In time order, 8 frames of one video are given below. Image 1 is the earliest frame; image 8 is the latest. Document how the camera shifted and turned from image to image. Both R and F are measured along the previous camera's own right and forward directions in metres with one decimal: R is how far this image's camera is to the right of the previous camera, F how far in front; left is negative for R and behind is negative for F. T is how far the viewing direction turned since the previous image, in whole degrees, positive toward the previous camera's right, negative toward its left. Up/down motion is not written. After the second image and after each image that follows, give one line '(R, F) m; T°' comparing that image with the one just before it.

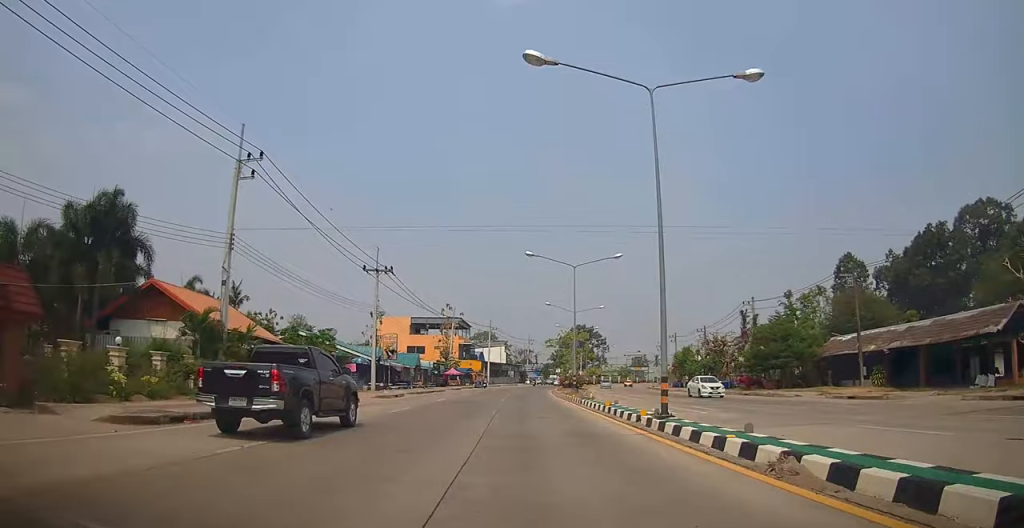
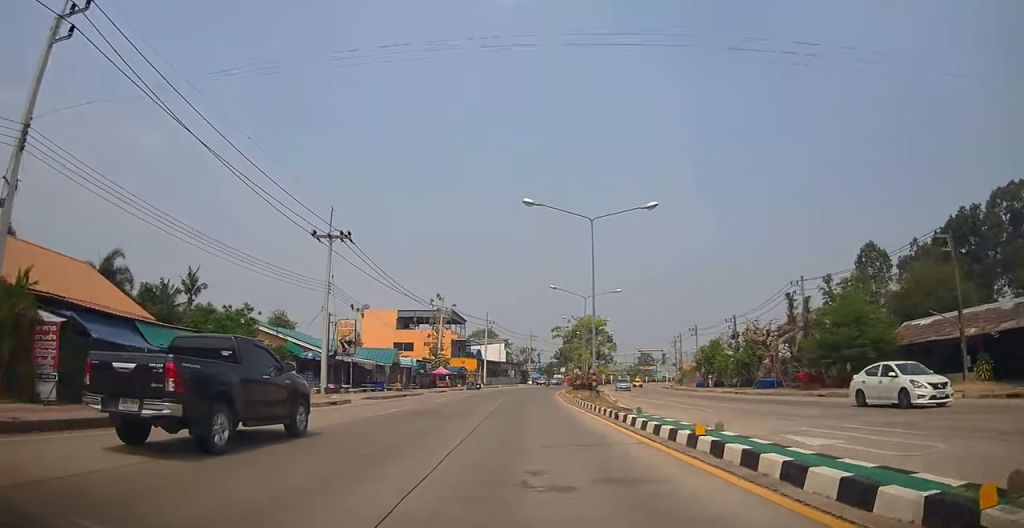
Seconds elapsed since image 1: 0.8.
(0.0, +11.5) m; -1°
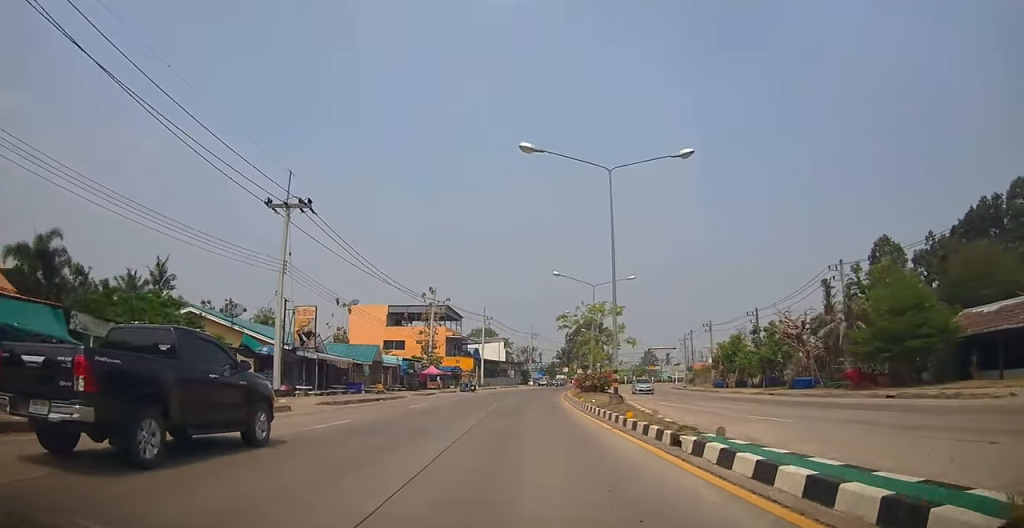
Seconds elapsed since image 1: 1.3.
(0.0, +7.0) m; 0°
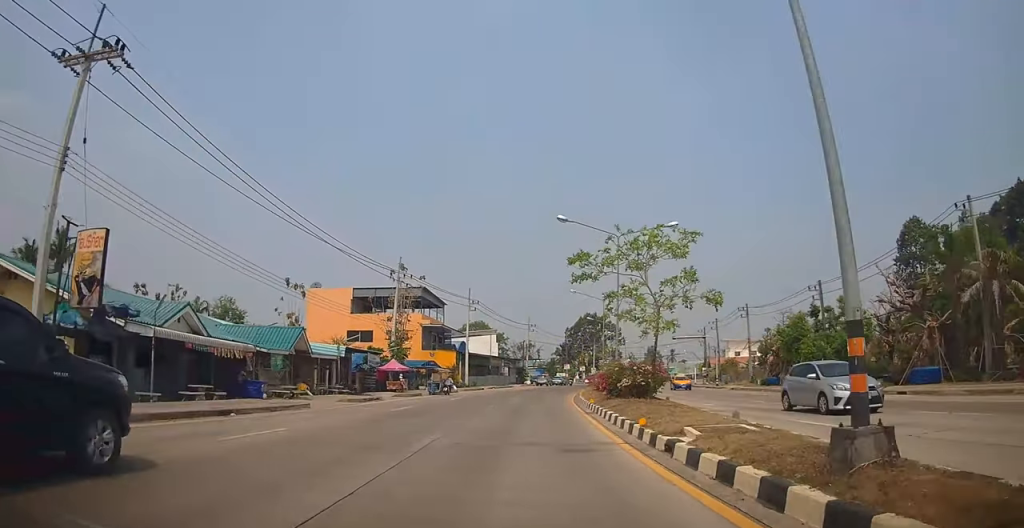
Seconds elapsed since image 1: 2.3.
(-0.1, +15.5) m; 0°
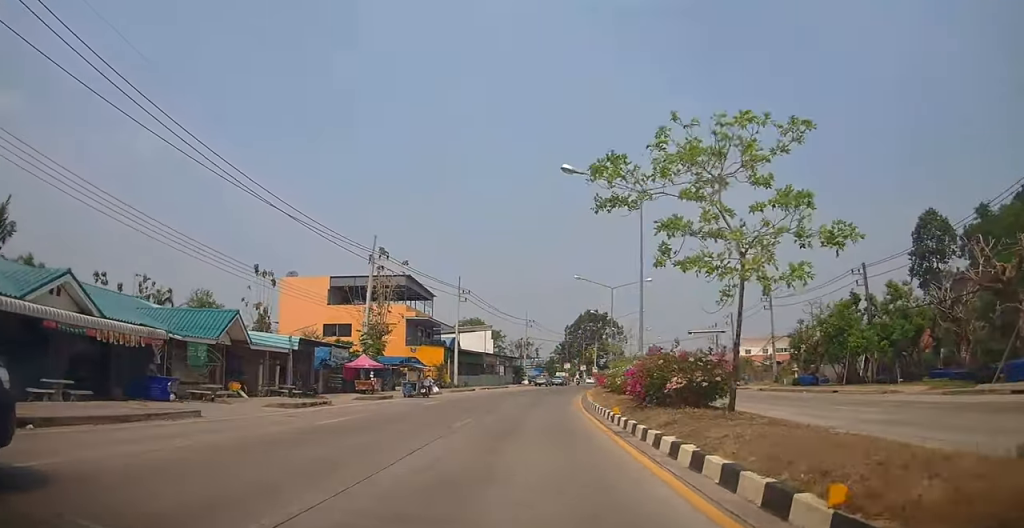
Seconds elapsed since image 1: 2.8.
(+0.1, +7.4) m; 0°
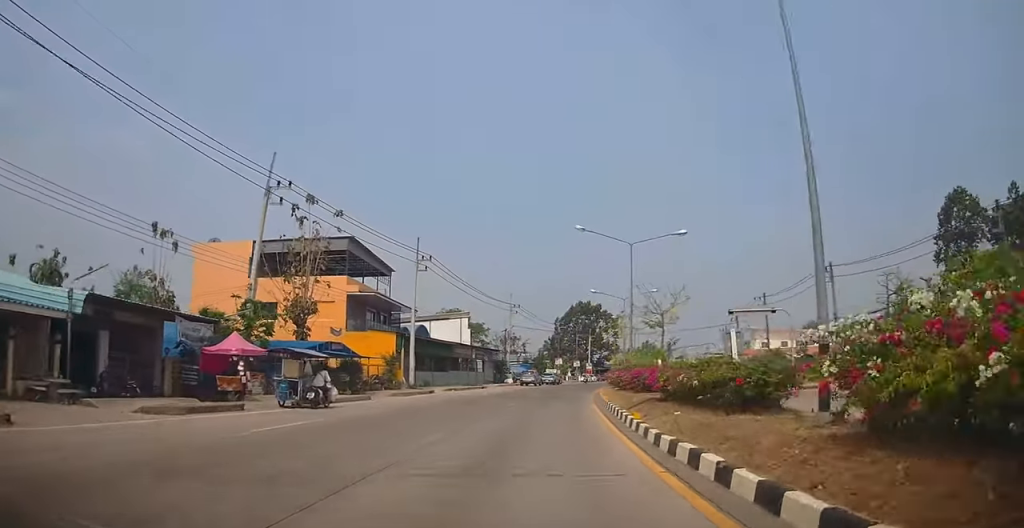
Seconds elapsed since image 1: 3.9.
(-0.3, +15.8) m; 0°
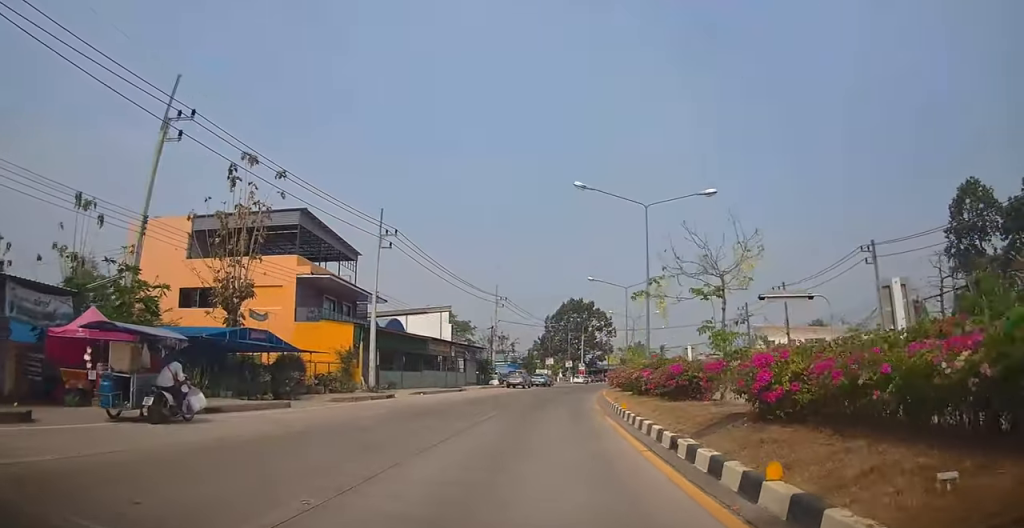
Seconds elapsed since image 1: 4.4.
(+0.1, +8.0) m; +1°
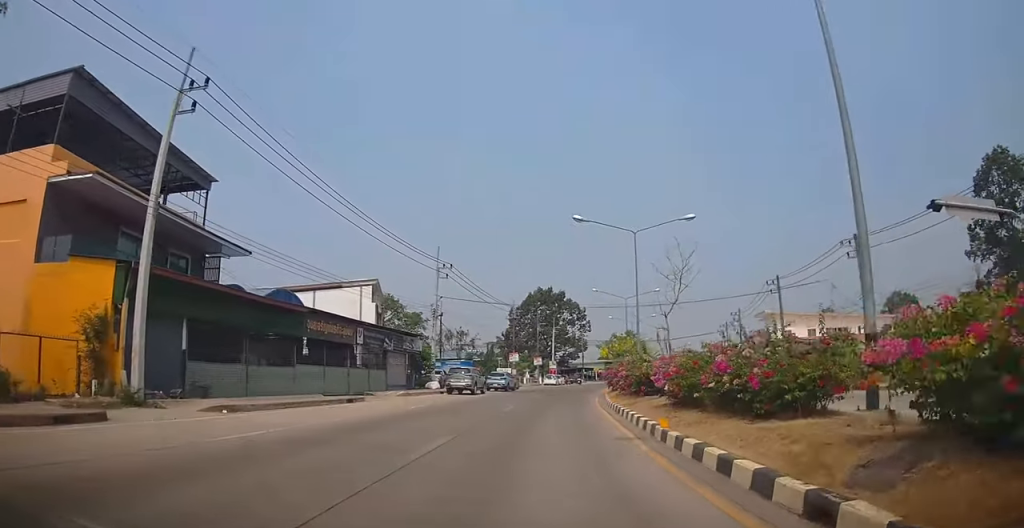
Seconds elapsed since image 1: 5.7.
(+0.5, +19.9) m; +3°
